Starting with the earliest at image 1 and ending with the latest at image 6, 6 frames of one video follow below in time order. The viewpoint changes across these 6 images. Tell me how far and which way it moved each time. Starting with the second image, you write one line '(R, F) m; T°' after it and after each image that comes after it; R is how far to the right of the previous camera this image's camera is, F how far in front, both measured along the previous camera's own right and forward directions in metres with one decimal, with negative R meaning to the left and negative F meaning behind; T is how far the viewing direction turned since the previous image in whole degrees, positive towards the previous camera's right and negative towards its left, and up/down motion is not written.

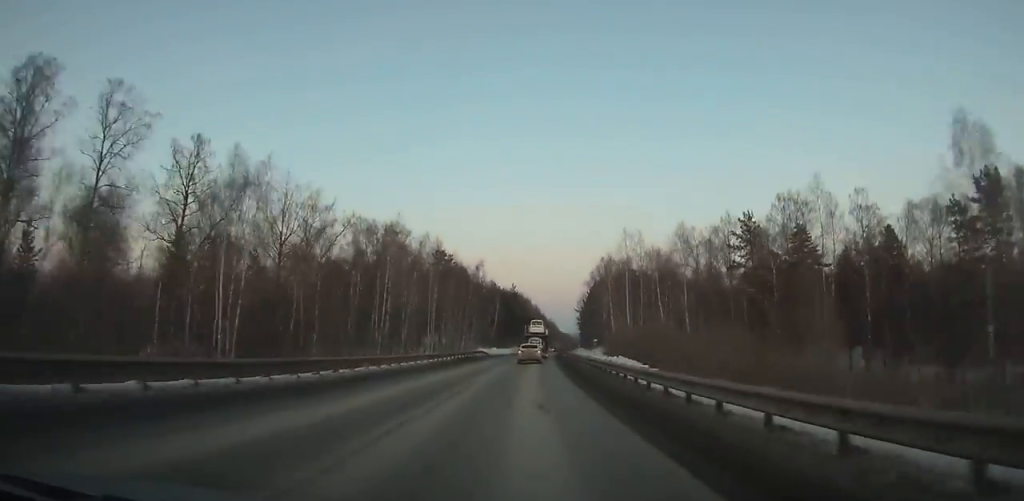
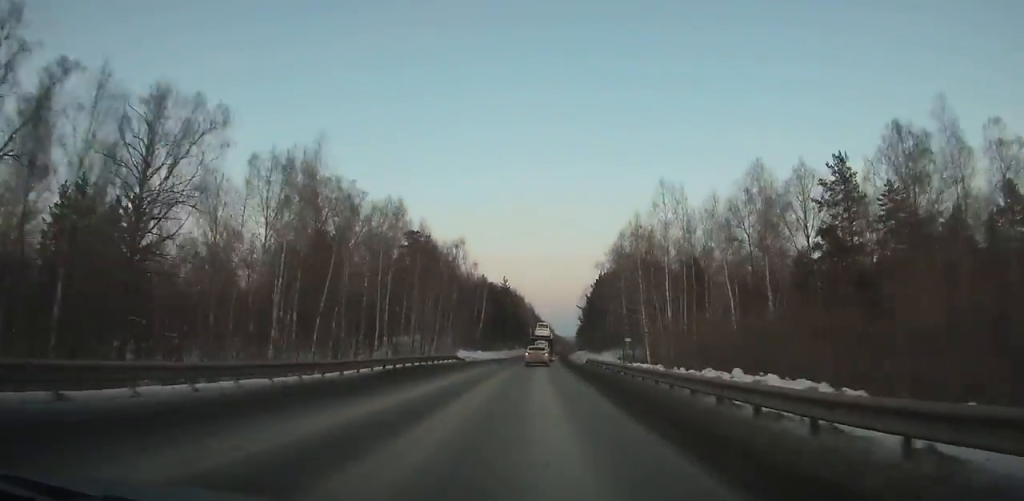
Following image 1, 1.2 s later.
(-0.1, +26.6) m; +1°
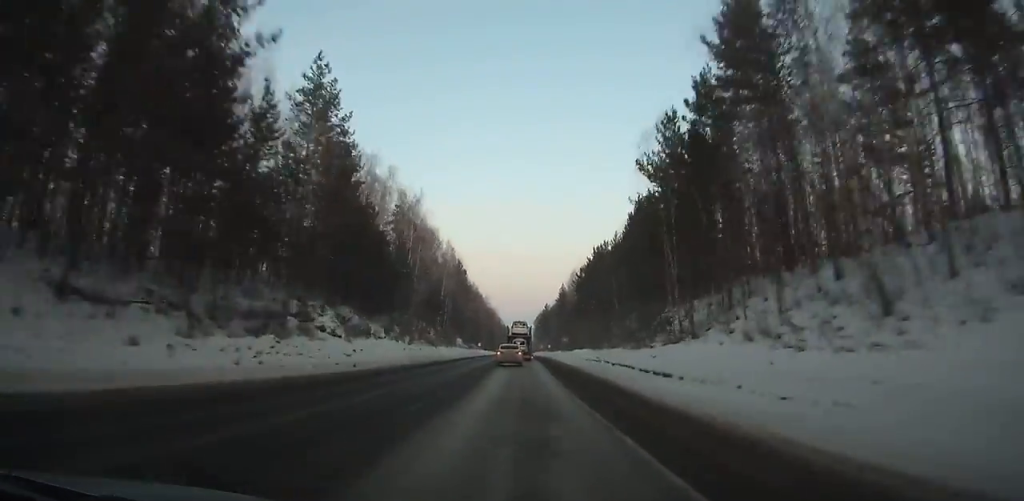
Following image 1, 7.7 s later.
(+6.2, +139.5) m; +5°
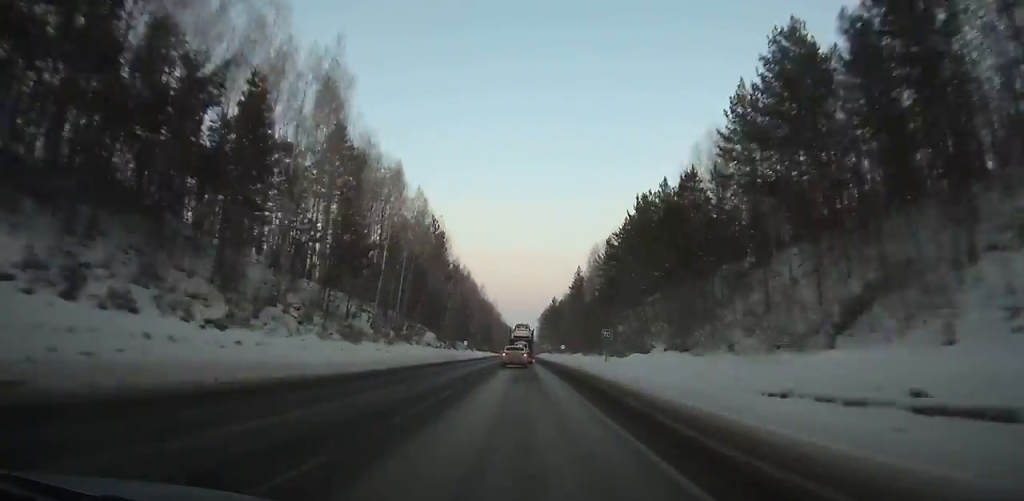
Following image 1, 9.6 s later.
(+2.1, +40.5) m; -1°
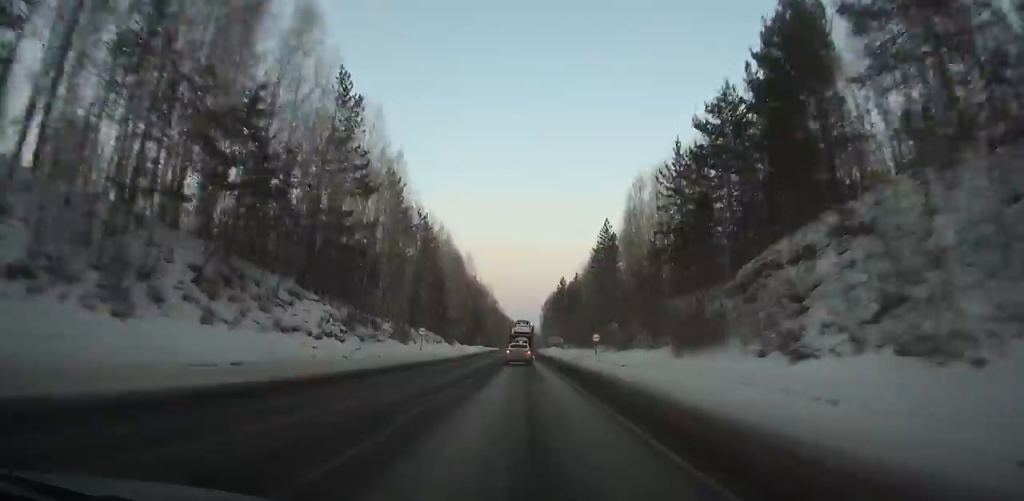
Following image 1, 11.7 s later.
(-2.1, +44.2) m; -2°
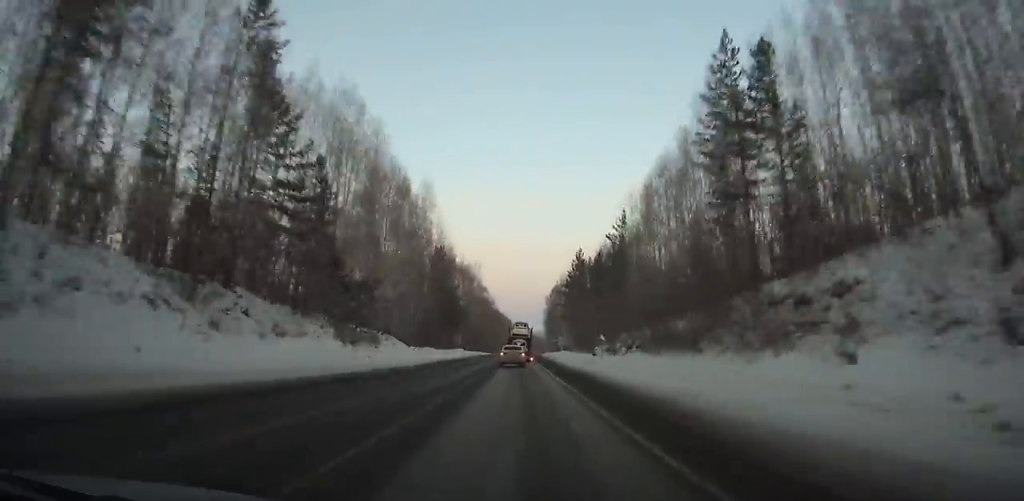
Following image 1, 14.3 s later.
(-1.0, +54.3) m; 0°
